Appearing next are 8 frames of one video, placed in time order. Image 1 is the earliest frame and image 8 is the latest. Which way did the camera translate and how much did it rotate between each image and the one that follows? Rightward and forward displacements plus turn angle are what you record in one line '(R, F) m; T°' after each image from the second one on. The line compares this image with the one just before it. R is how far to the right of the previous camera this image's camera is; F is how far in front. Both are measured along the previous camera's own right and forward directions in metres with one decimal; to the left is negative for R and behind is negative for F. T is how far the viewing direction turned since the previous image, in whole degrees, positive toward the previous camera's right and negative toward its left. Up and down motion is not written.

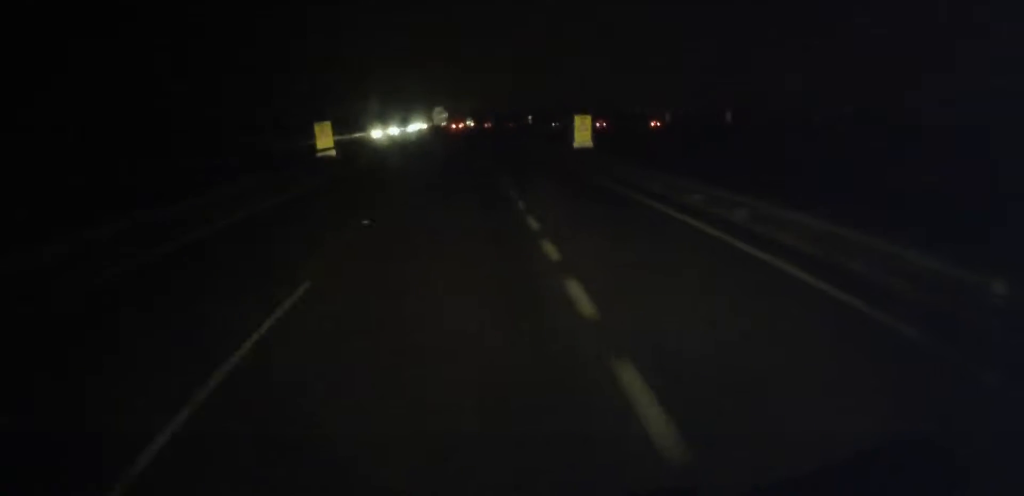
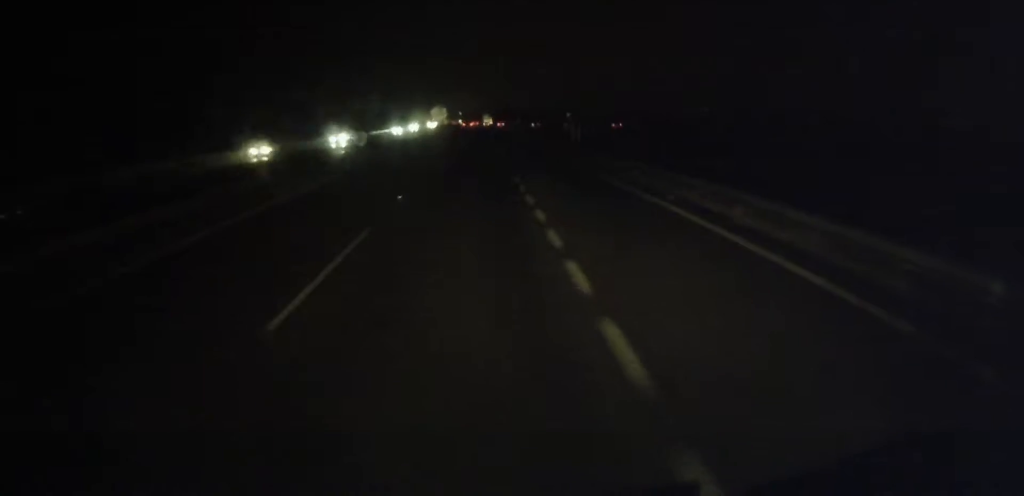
(-0.1, +50.1) m; -1°
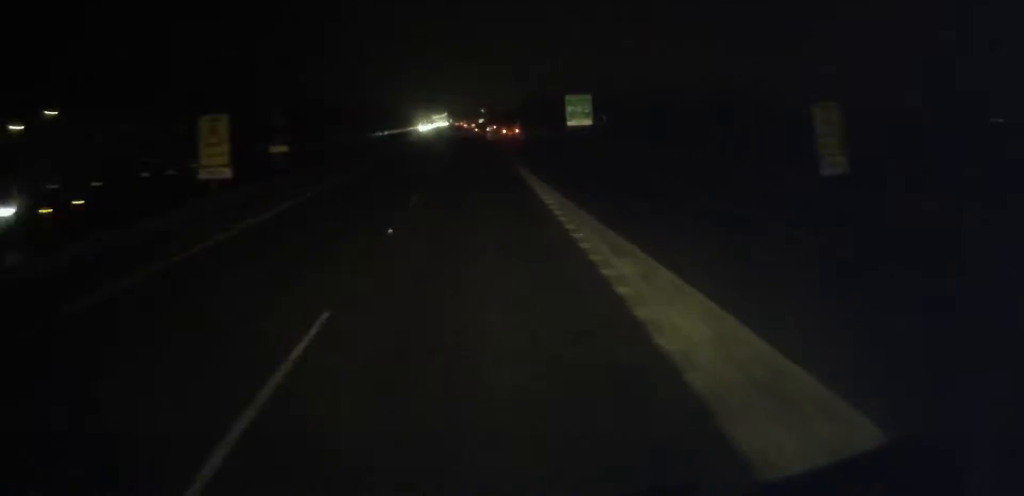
(-4.4, +223.2) m; -2°
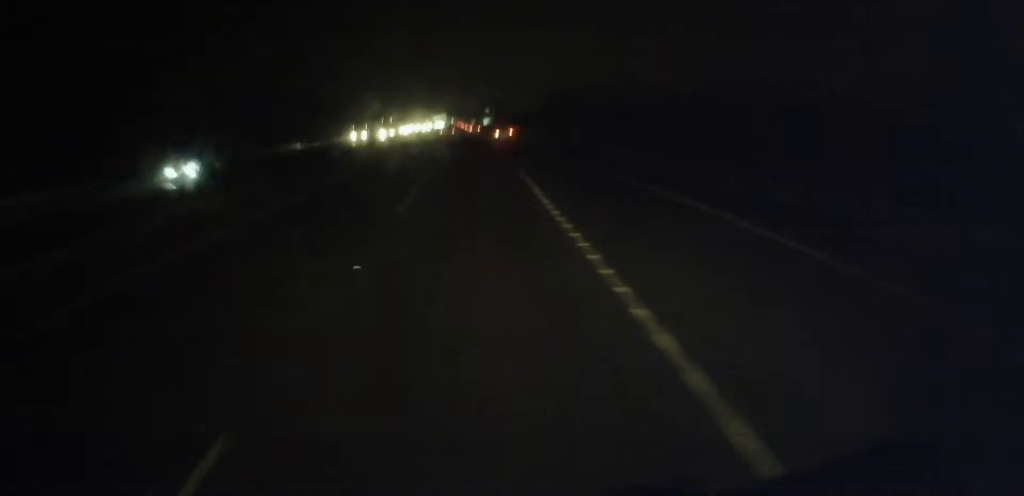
(-0.4, +76.6) m; -1°
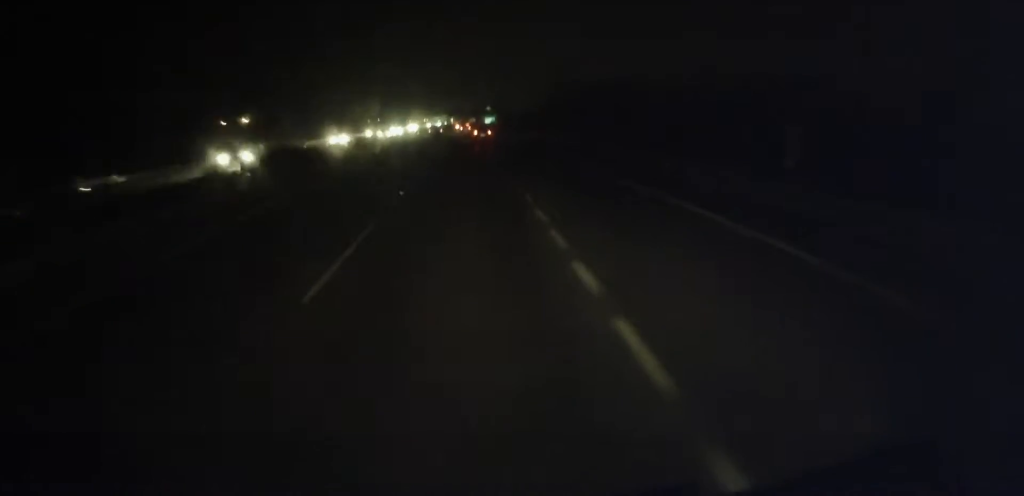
(+0.3, +43.9) m; 0°
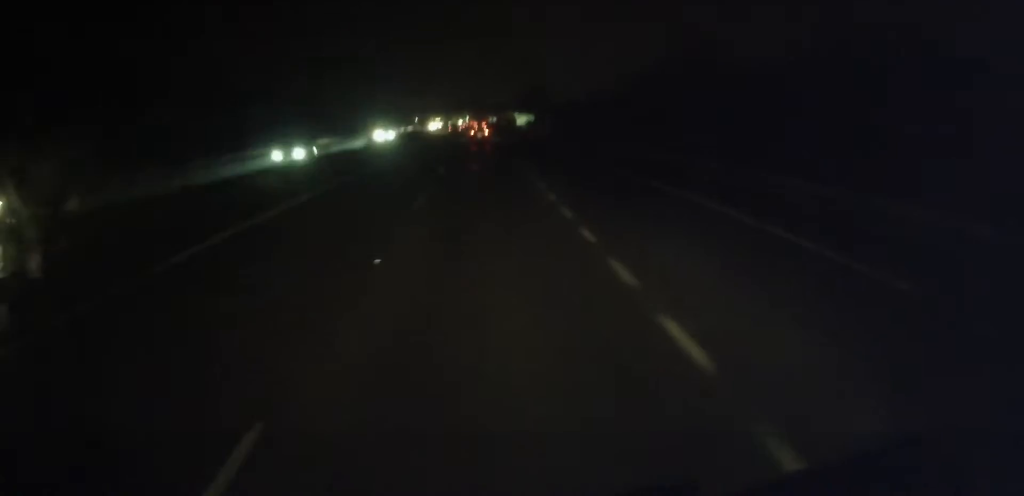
(-1.3, +100.0) m; -1°
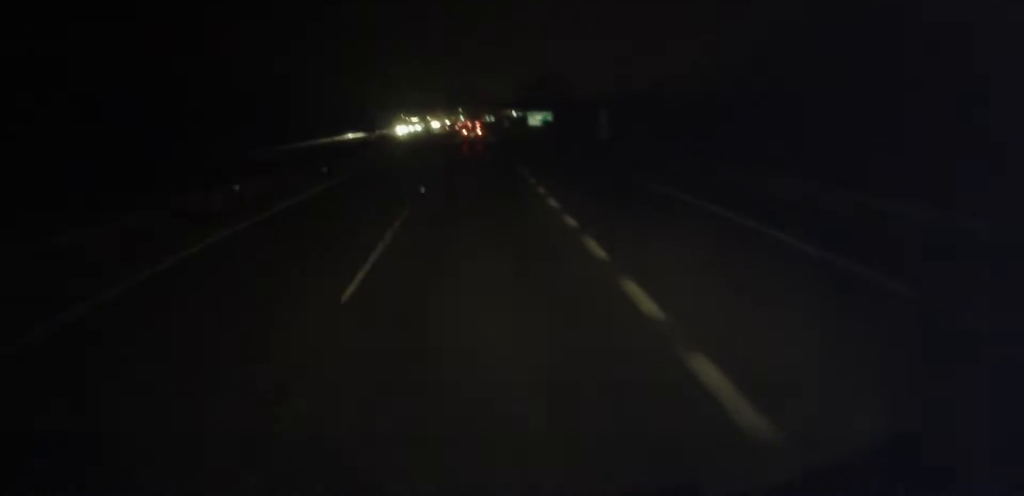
(-0.1, +42.7) m; 0°
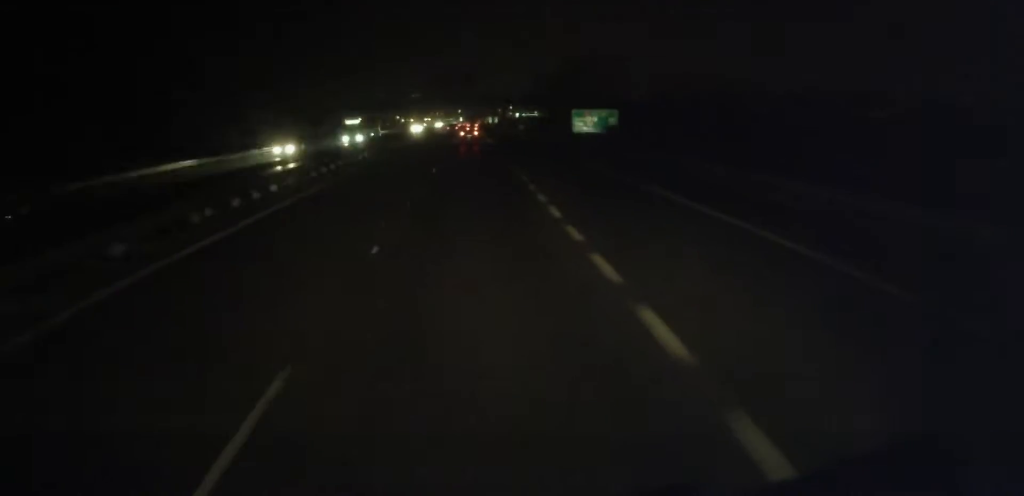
(+0.2, +44.9) m; 0°
